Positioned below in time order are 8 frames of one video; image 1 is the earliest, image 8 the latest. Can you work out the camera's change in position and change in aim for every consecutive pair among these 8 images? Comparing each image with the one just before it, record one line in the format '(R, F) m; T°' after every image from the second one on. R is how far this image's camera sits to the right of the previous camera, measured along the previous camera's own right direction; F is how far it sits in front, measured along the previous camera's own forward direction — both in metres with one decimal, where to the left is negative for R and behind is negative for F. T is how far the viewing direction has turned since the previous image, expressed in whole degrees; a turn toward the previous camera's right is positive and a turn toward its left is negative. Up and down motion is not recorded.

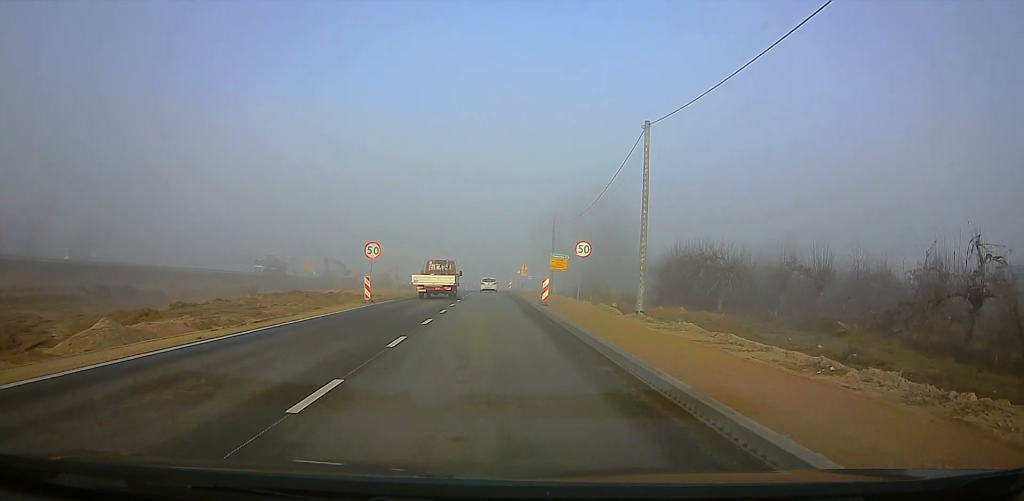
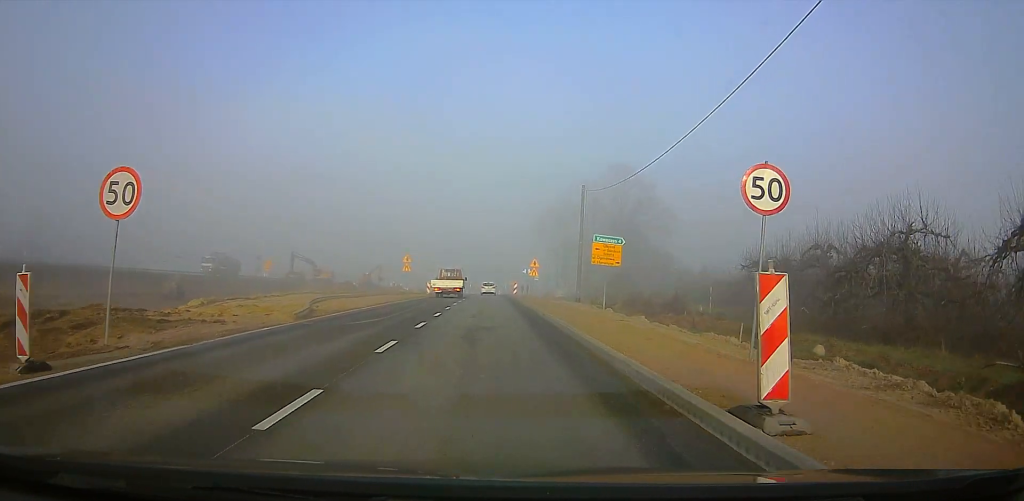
(+0.2, +24.3) m; -1°
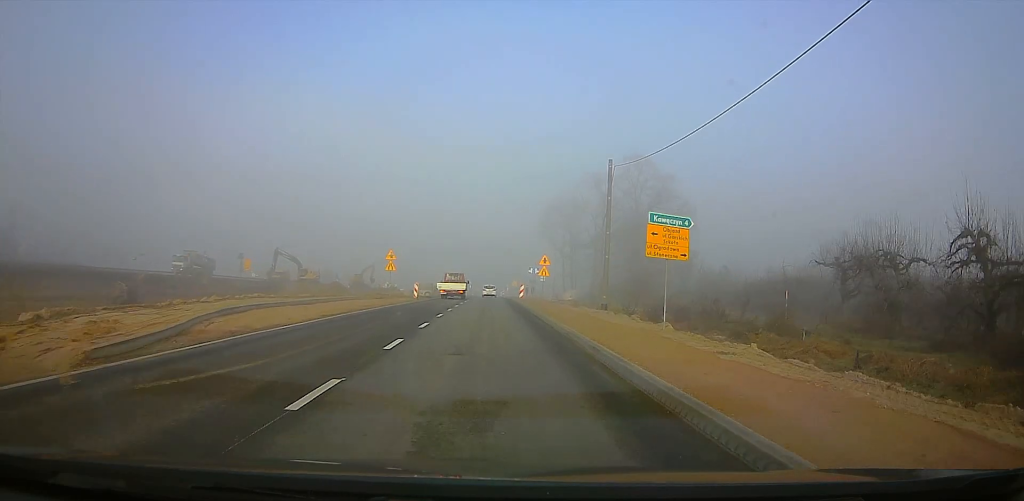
(-0.3, +10.7) m; -2°
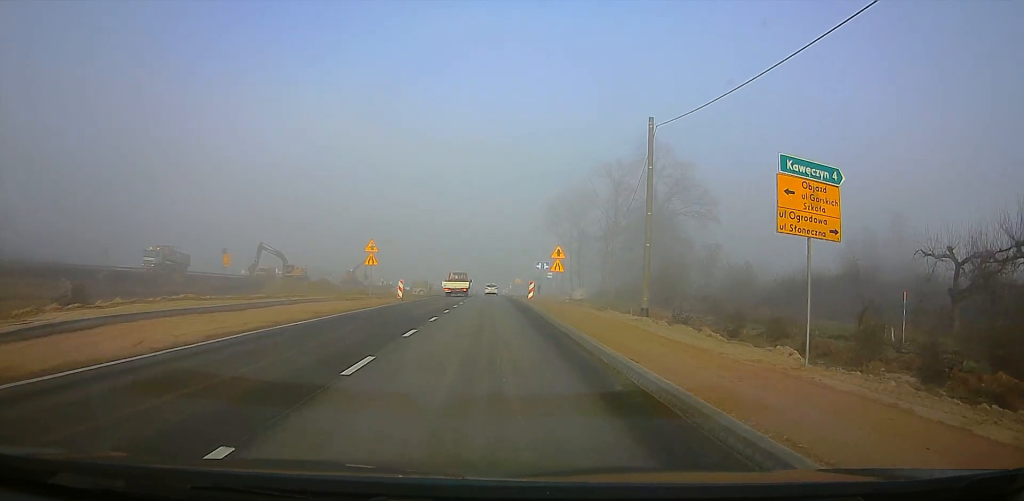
(0.0, +10.3) m; 0°
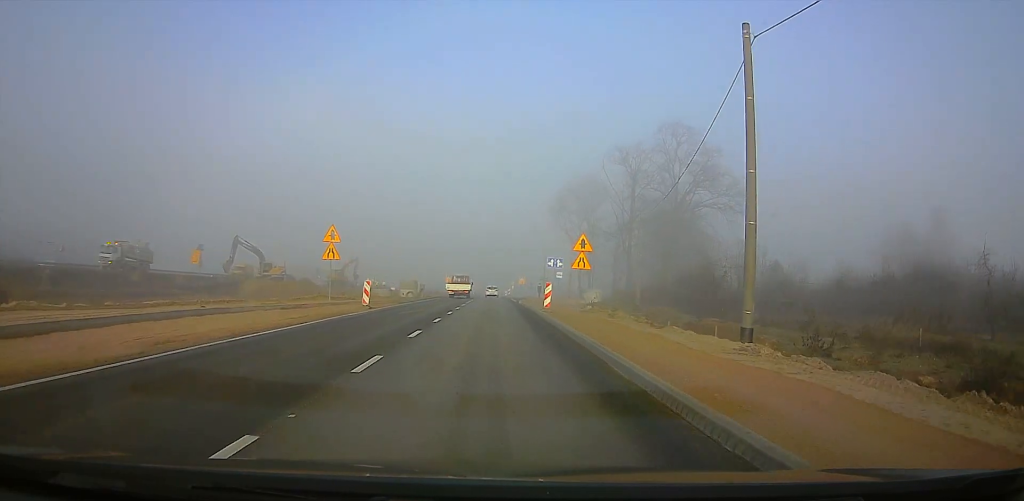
(0.0, +11.9) m; +1°
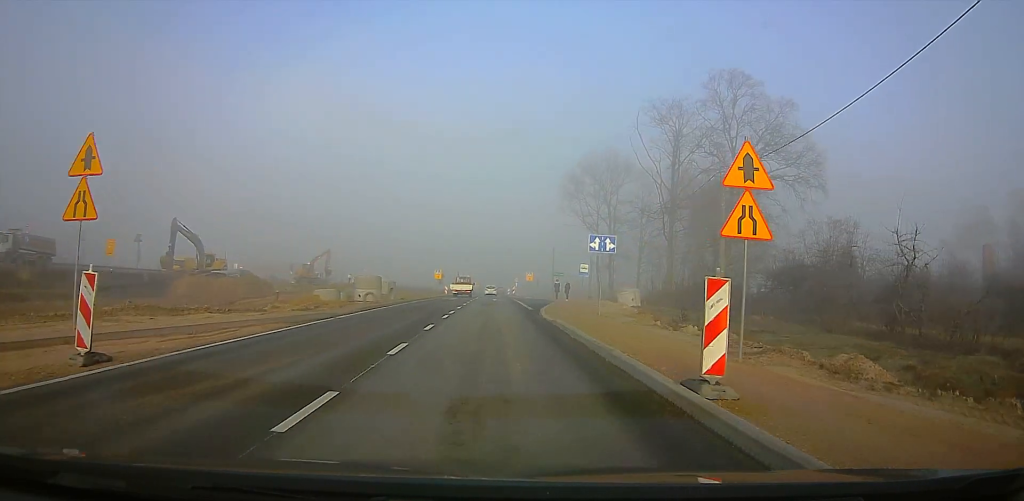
(+0.7, +23.2) m; +2°
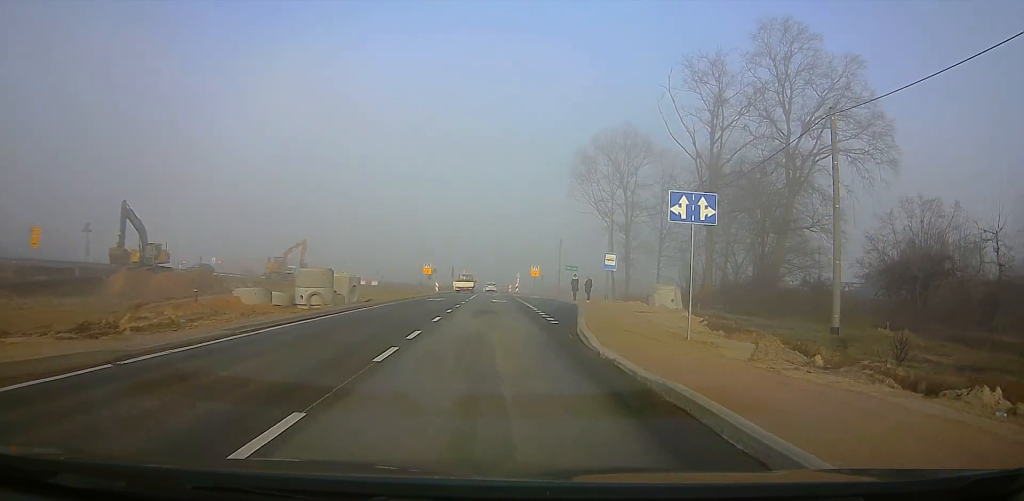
(-0.1, +15.4) m; -1°
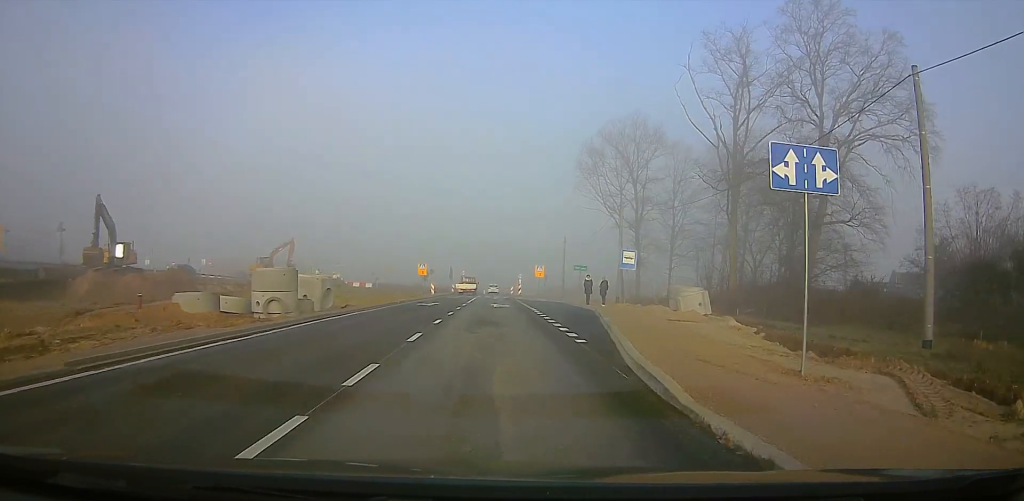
(-0.1, +6.5) m; -1°
